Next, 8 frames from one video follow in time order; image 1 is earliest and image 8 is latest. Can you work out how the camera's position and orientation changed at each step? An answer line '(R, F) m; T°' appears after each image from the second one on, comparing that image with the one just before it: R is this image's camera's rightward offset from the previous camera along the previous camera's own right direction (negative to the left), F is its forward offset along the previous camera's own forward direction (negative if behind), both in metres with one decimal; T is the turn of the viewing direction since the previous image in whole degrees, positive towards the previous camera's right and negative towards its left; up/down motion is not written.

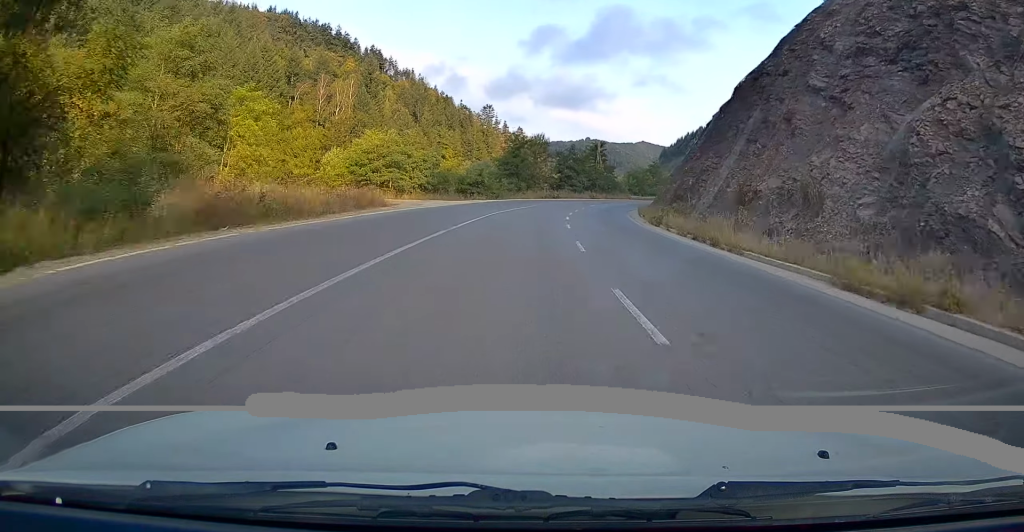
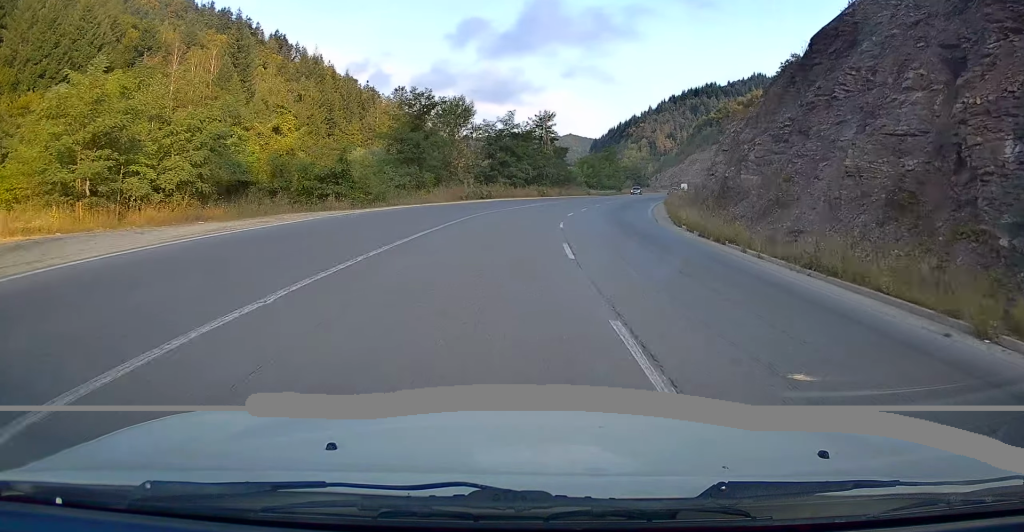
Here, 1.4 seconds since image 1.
(+0.6, +38.4) m; +4°
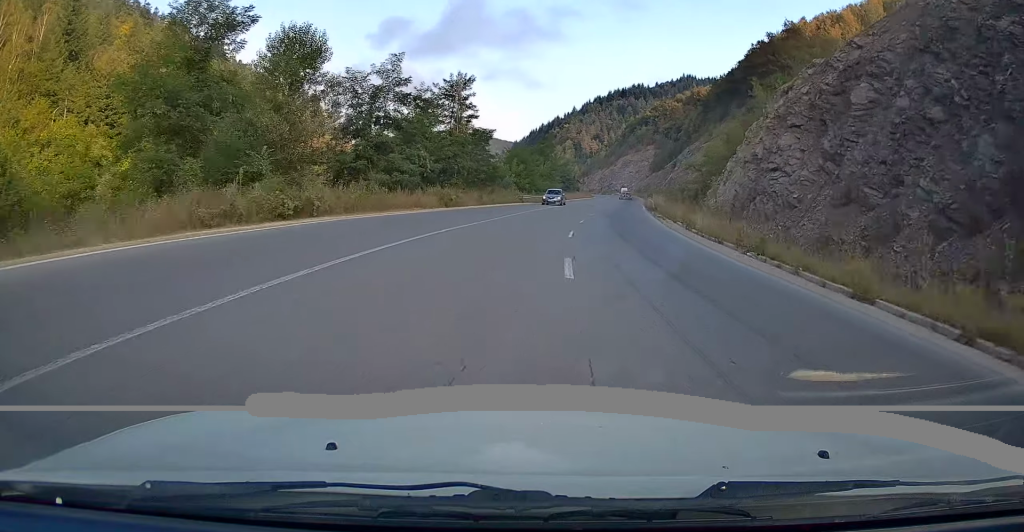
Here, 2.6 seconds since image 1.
(+1.5, +29.2) m; +6°
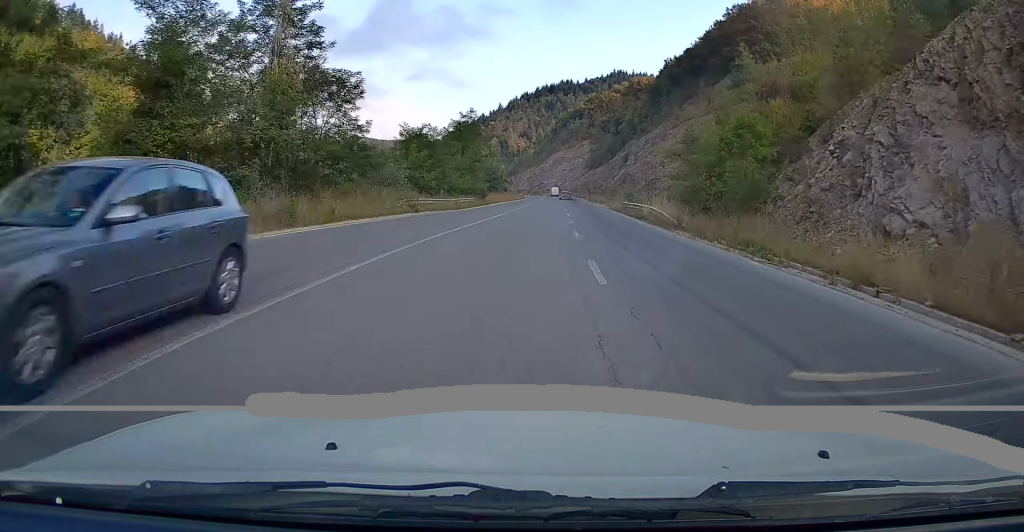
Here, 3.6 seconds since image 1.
(+1.2, +27.2) m; +7°
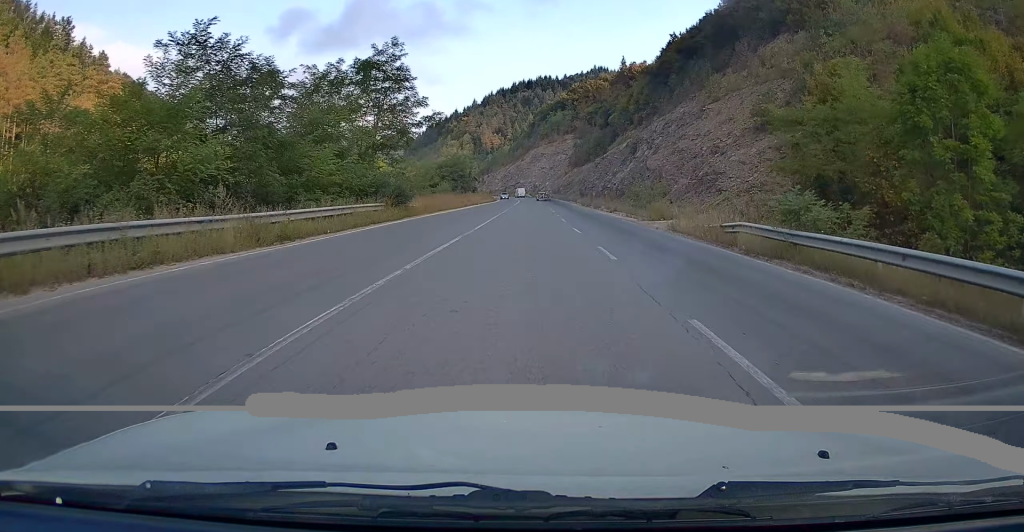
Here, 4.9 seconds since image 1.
(+2.5, +31.7) m; +7°
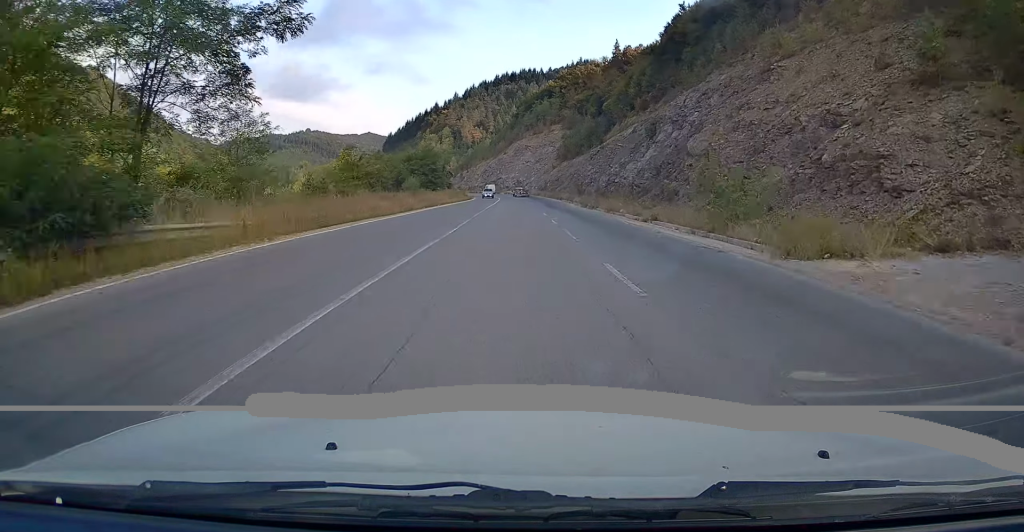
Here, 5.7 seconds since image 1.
(+0.4, +22.6) m; +1°
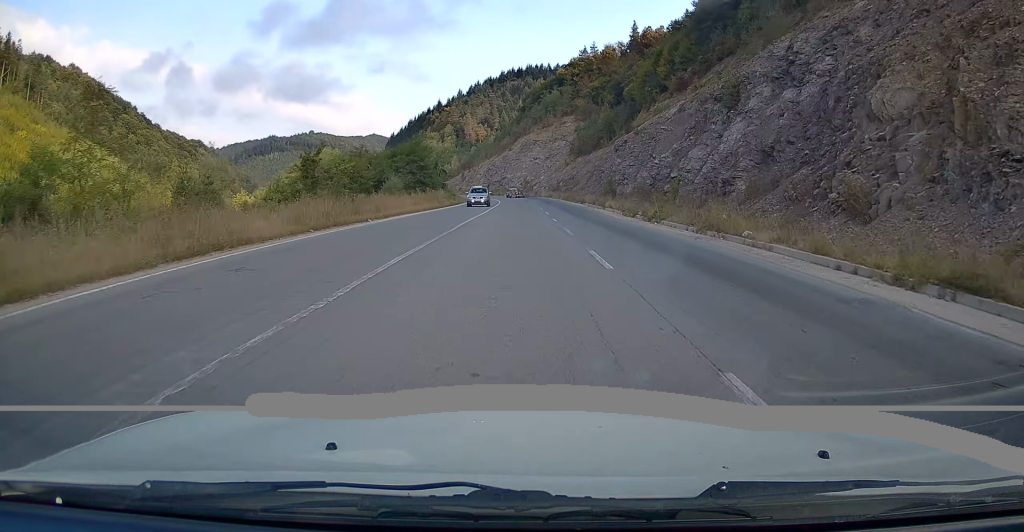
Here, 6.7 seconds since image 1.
(+0.1, +24.4) m; 0°
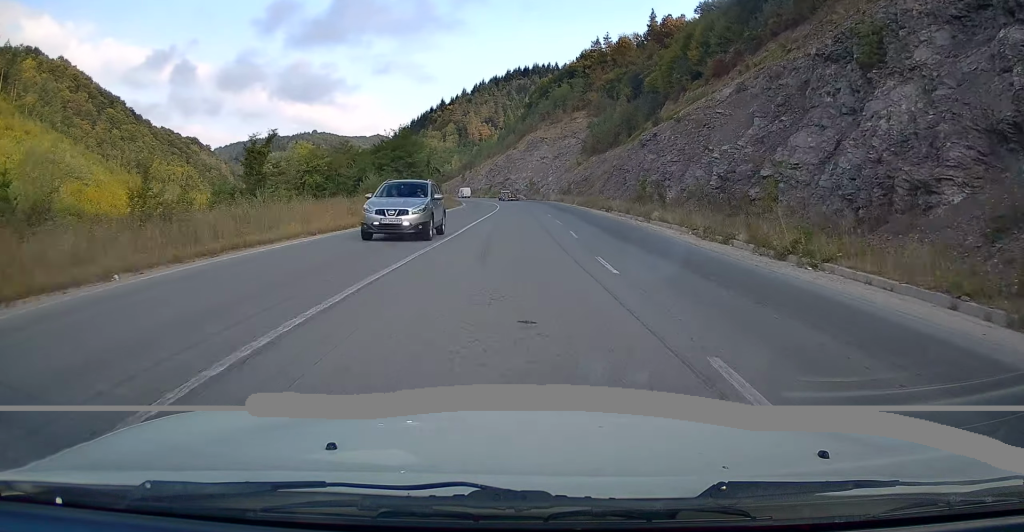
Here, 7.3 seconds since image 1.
(+0.1, +17.3) m; 0°
